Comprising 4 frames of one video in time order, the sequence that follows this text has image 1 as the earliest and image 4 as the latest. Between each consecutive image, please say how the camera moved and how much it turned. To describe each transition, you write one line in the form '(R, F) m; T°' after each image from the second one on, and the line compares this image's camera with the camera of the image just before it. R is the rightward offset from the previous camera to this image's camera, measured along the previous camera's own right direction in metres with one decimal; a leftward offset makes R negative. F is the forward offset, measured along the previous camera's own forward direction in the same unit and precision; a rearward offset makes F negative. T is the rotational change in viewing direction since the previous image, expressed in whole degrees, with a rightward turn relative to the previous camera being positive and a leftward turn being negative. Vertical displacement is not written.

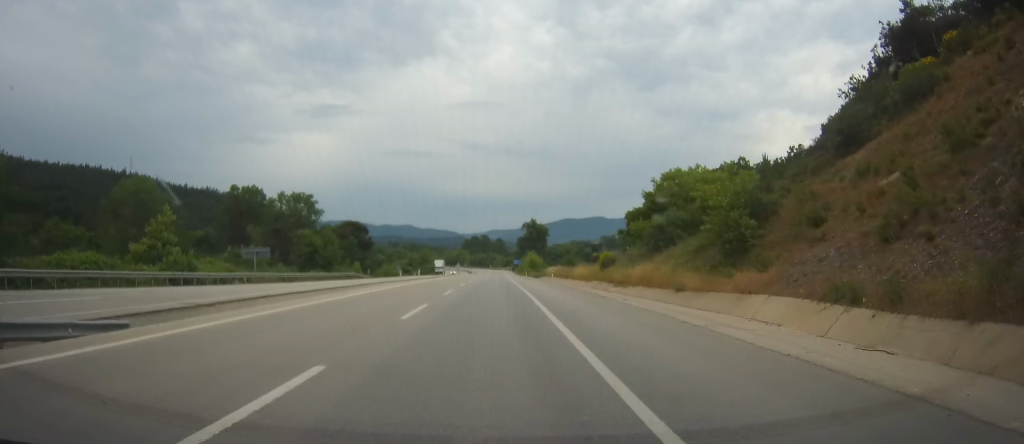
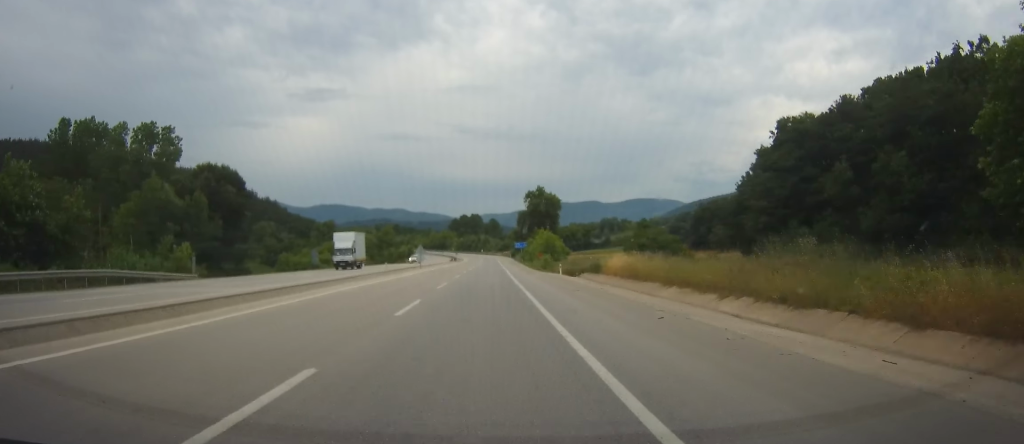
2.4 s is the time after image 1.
(+3.0, +59.7) m; +5°
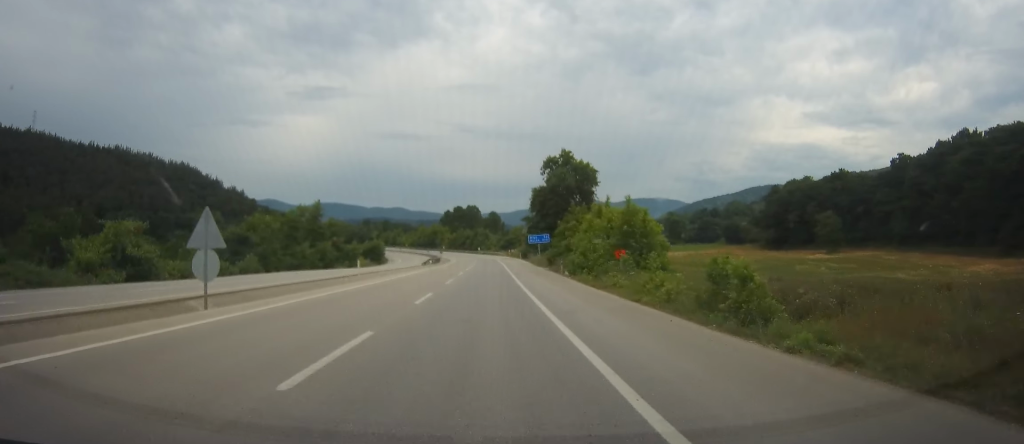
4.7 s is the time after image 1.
(+0.1, +56.7) m; -1°
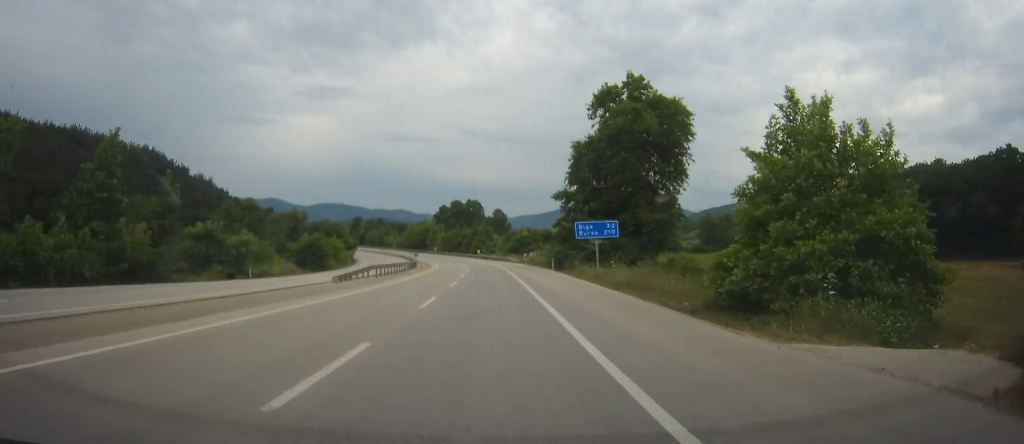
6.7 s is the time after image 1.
(0.0, +50.3) m; 0°
